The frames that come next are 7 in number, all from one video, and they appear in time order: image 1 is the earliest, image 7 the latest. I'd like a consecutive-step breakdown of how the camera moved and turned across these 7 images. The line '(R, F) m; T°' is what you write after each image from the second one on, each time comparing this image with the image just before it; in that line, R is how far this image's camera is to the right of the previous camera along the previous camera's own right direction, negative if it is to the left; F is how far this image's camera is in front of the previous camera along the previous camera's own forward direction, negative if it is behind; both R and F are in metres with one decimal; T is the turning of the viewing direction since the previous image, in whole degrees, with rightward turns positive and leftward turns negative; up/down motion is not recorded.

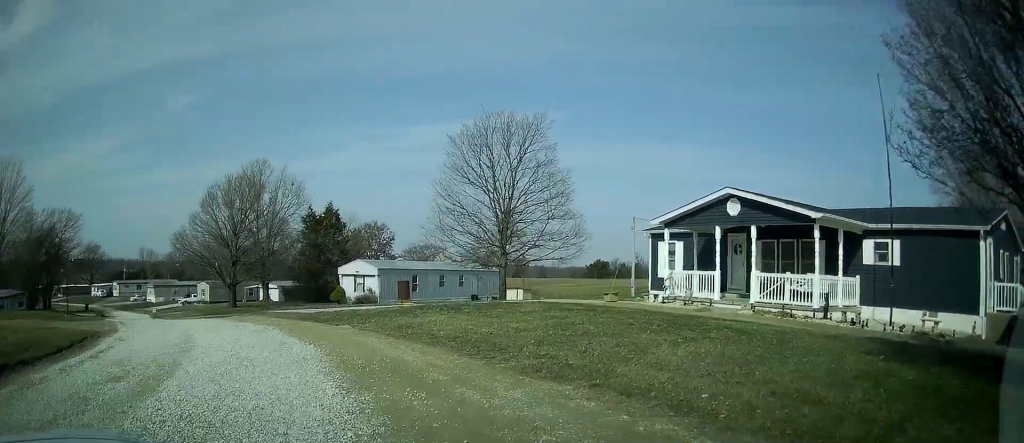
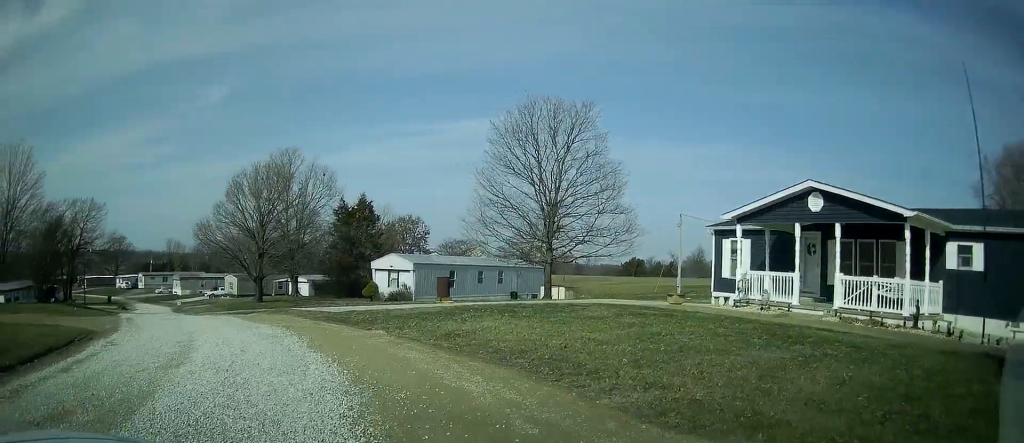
(-0.1, +2.9) m; -6°
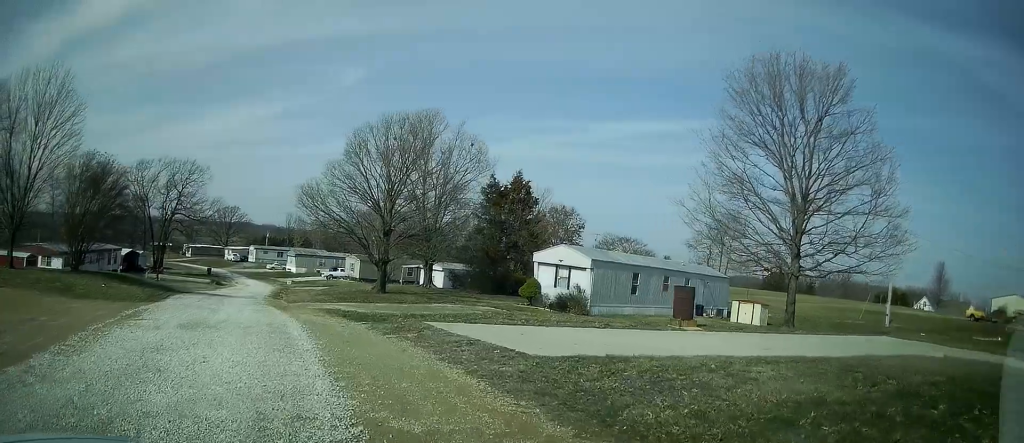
(-2.2, +12.0) m; -19°
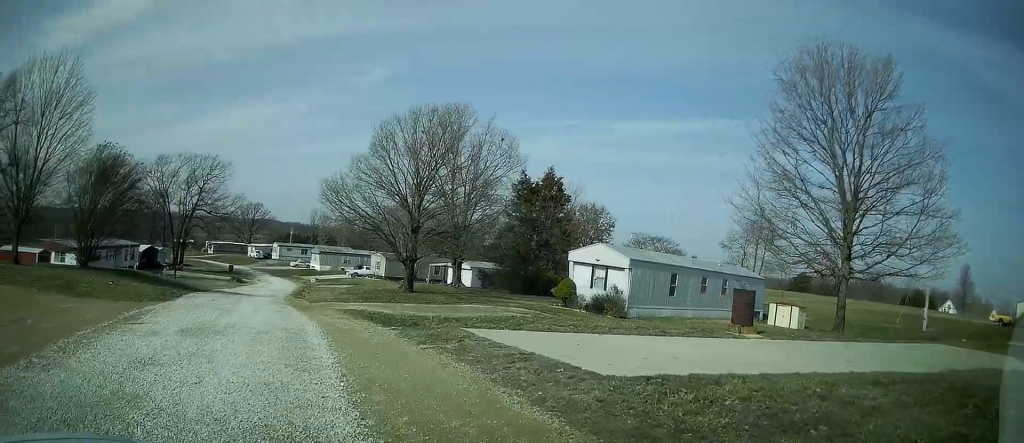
(-0.1, +1.8) m; -2°
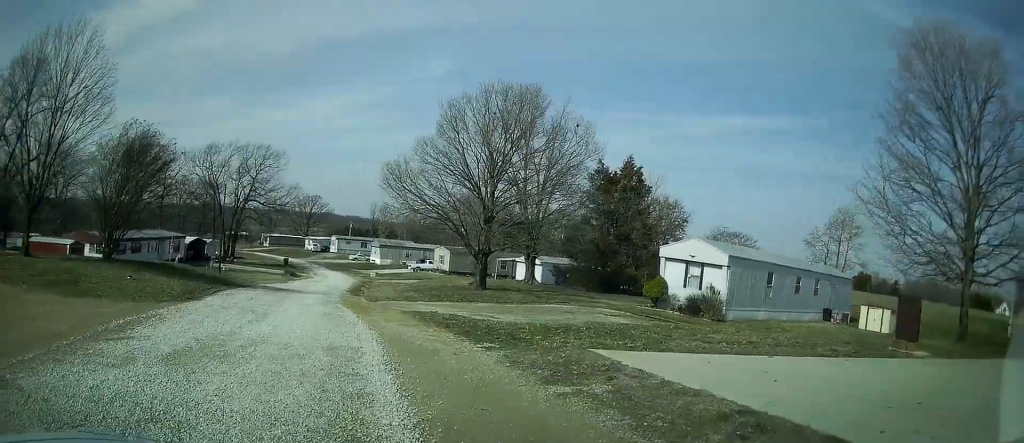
(-0.3, +3.8) m; -4°
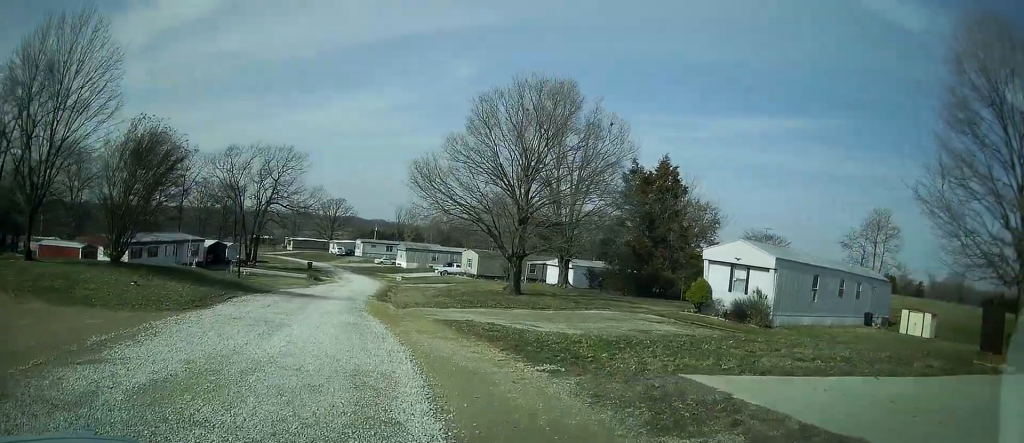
(0.0, +2.0) m; -1°
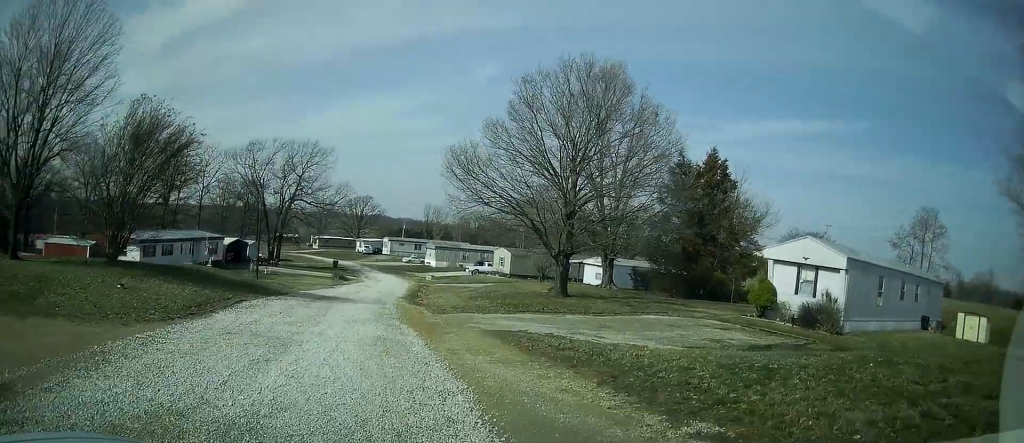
(0.0, +3.2) m; -1°
